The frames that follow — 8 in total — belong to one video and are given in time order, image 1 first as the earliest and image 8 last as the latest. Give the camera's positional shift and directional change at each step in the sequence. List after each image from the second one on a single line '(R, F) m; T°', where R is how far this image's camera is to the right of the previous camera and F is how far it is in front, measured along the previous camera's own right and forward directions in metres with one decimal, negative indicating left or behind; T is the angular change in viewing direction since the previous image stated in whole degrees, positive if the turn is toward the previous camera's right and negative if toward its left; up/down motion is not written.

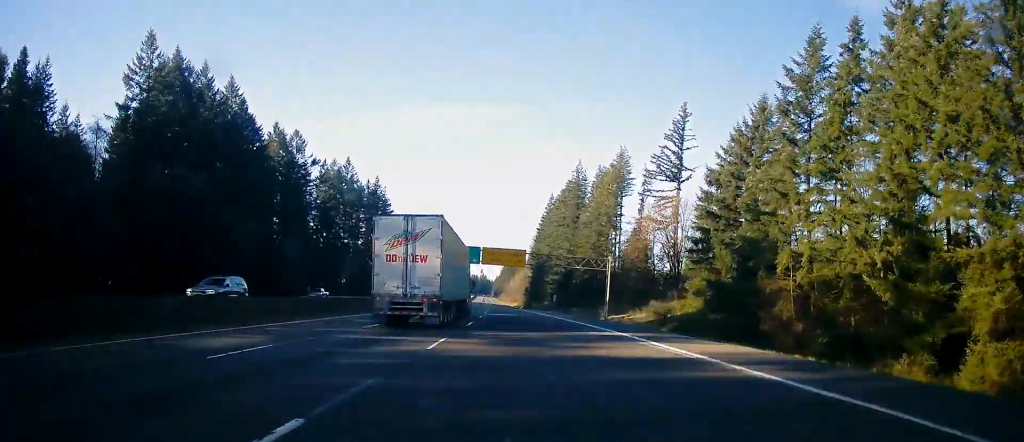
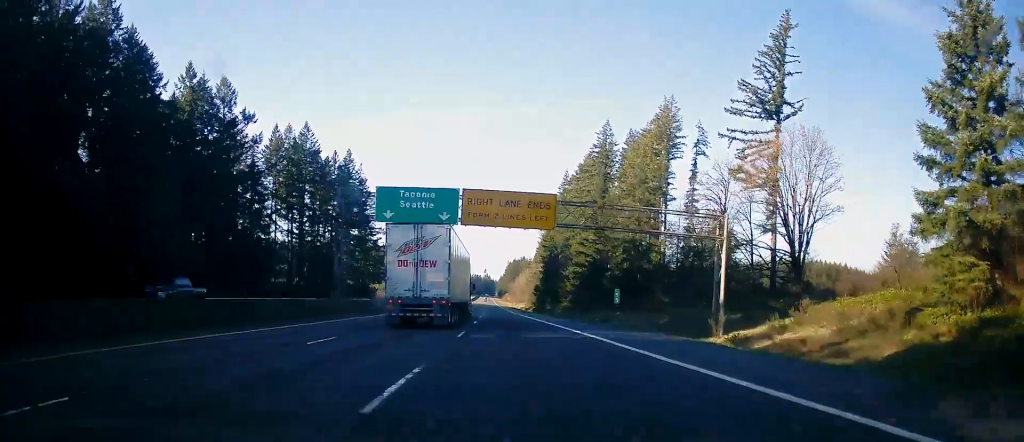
(+0.5, +44.6) m; 0°
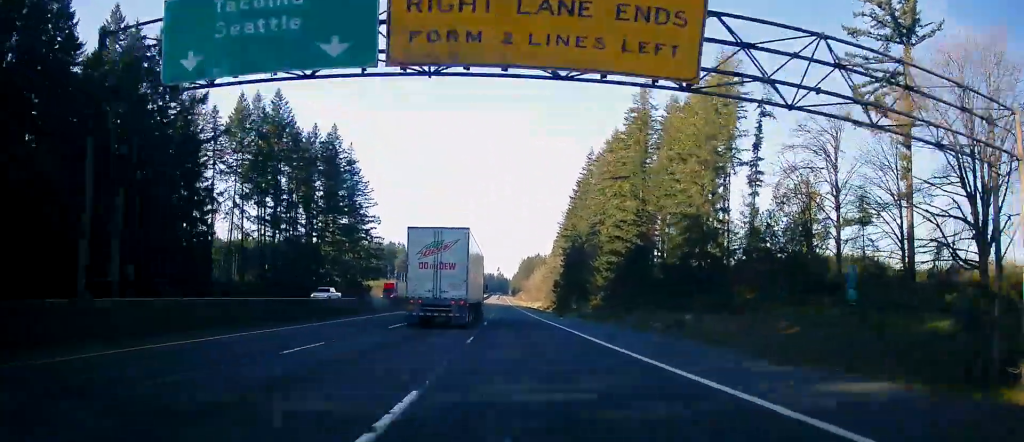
(-0.5, +27.2) m; -2°
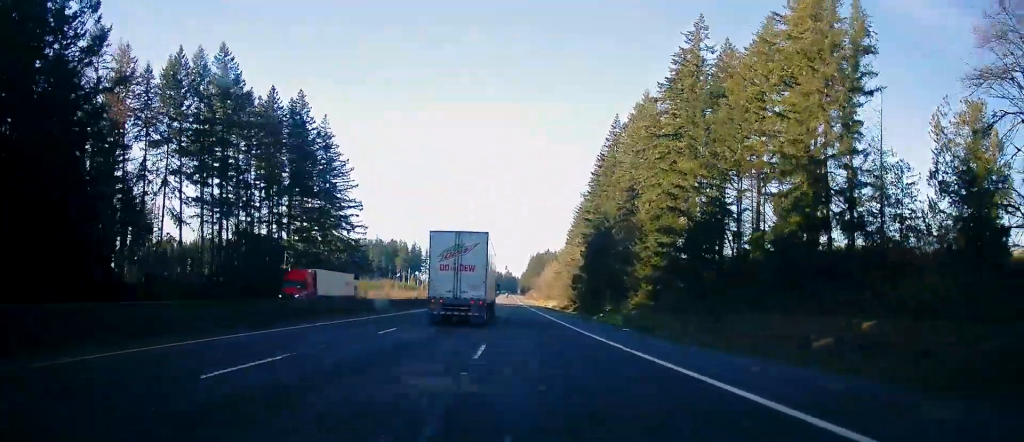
(-0.3, +29.2) m; 0°
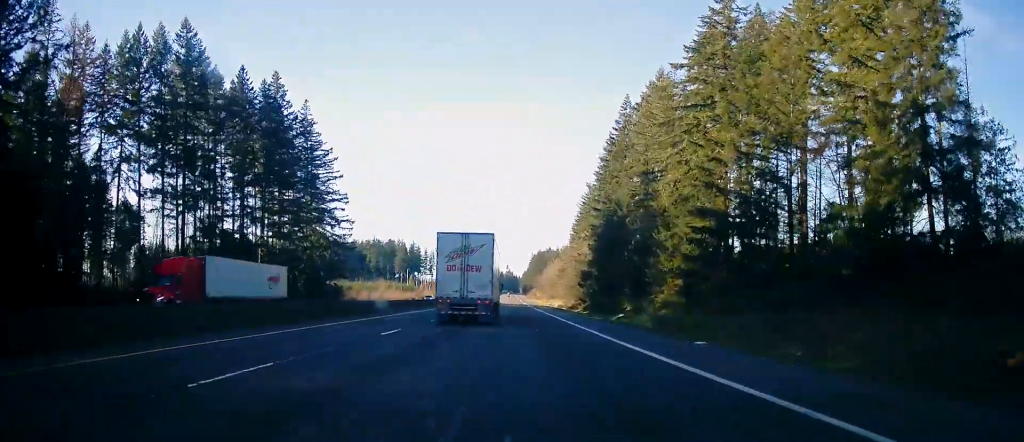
(+0.2, +13.2) m; 0°
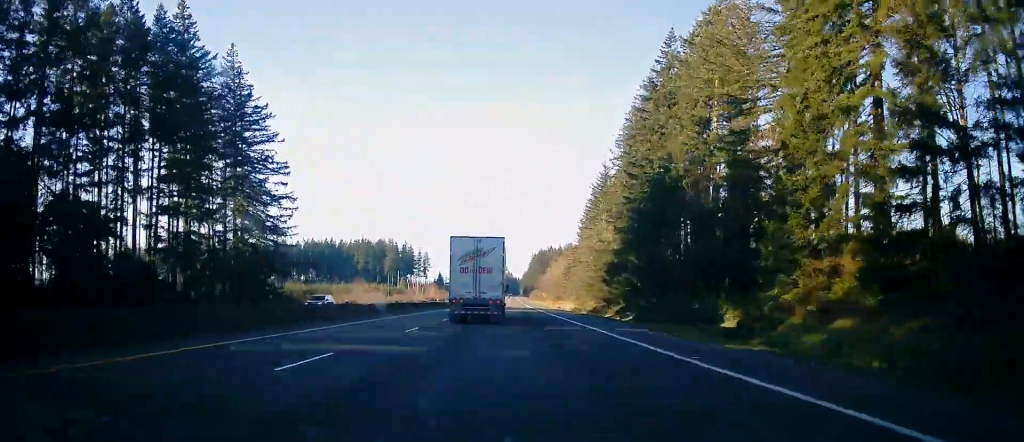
(-0.1, +35.2) m; 0°
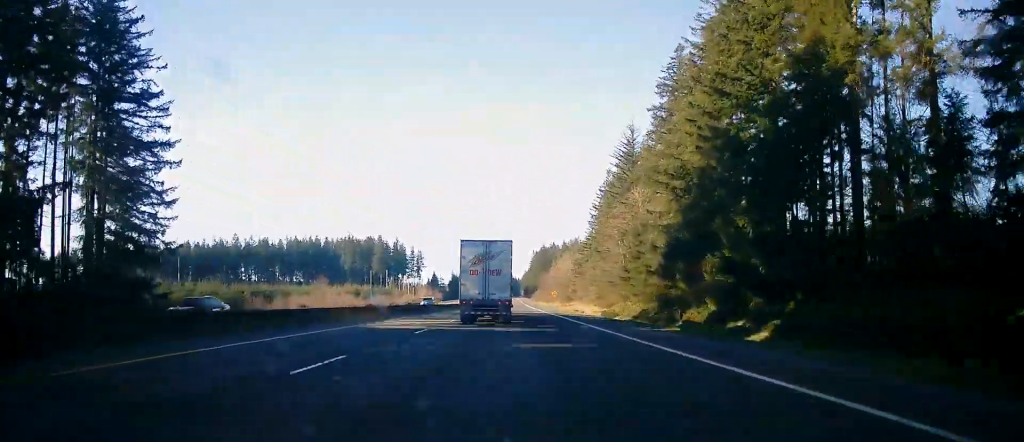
(0.0, +36.9) m; +1°
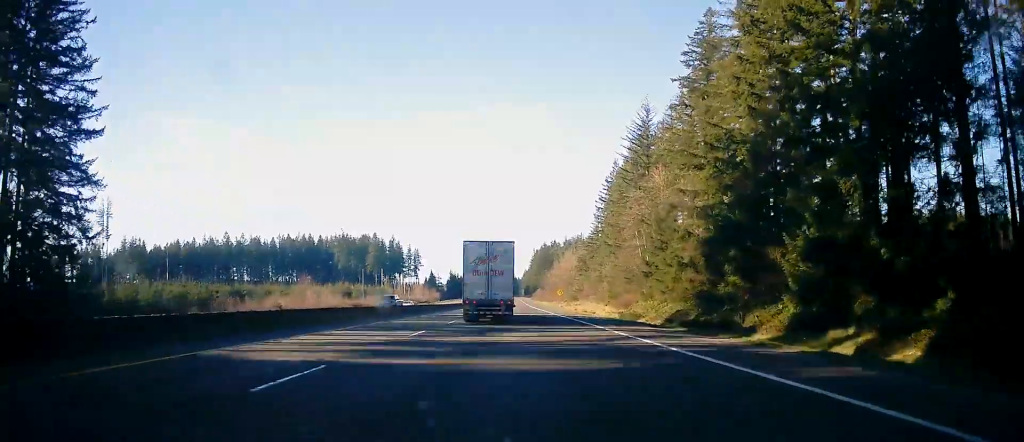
(+0.2, +14.1) m; 0°
